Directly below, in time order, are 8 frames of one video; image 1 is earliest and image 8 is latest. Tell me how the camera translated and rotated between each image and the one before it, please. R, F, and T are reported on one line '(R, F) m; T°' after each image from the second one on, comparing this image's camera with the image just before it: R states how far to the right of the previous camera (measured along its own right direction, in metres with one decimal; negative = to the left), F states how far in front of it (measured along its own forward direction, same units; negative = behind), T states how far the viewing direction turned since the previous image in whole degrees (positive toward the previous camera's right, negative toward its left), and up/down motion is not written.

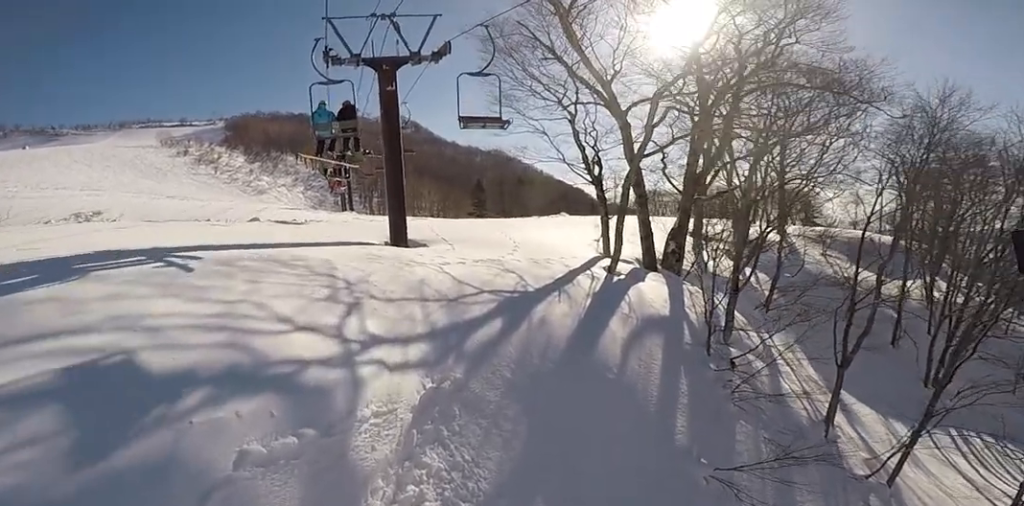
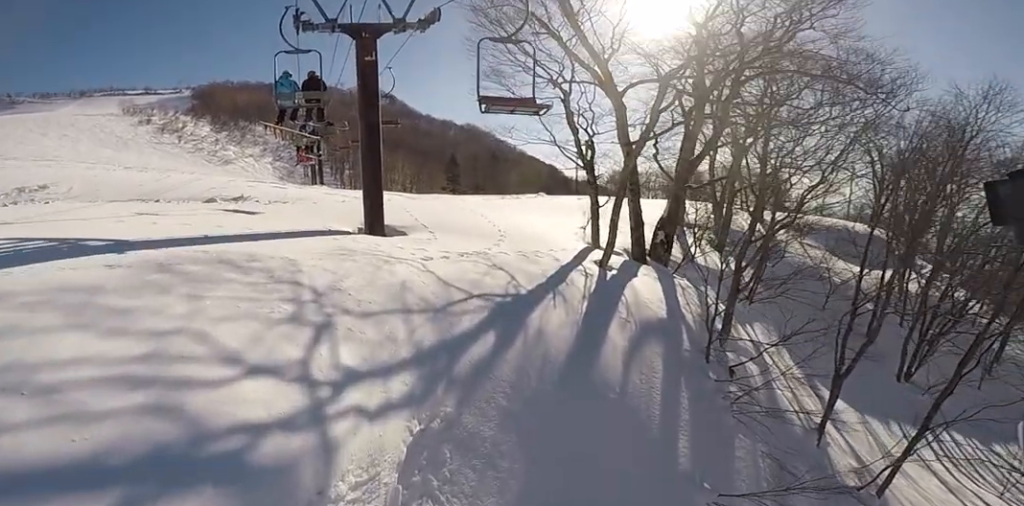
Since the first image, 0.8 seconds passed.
(0.0, +1.5) m; 0°
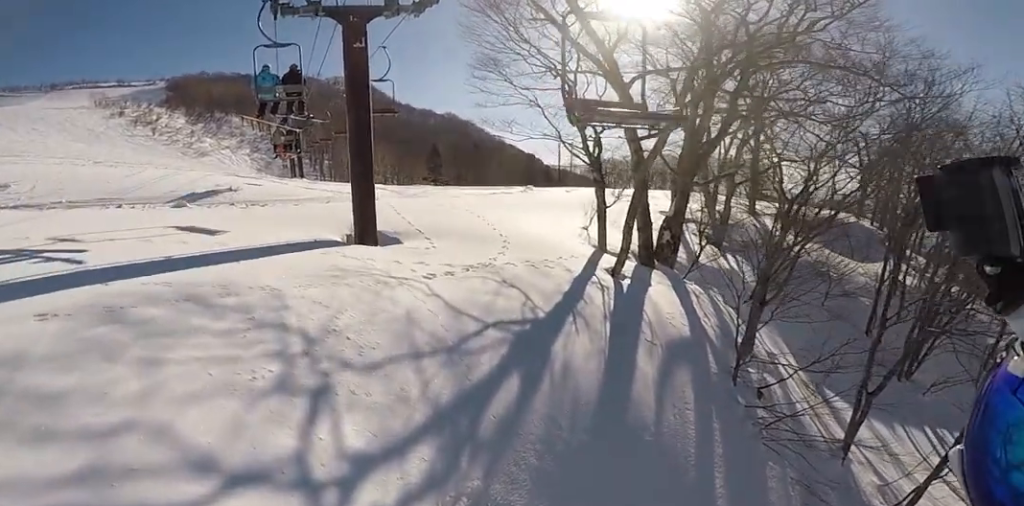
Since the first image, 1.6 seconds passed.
(0.0, +1.7) m; 0°
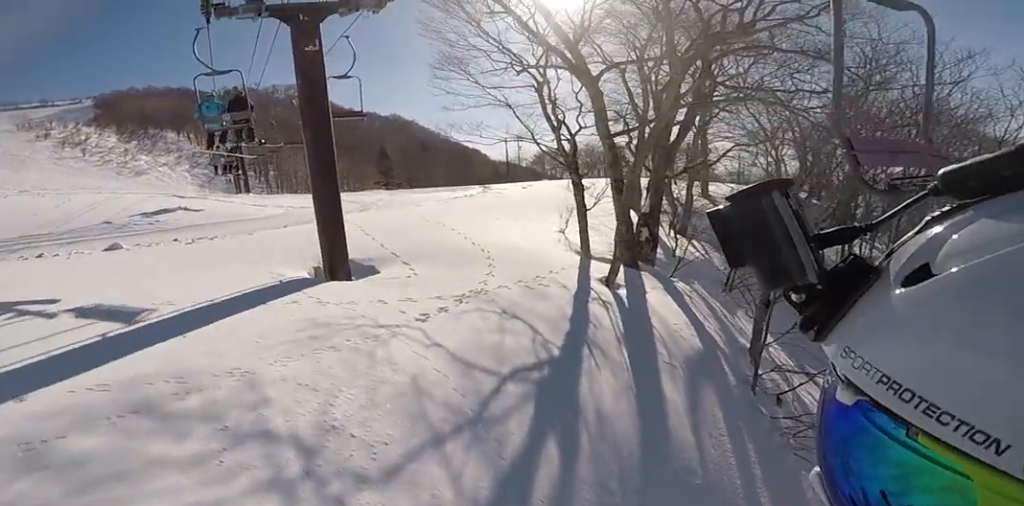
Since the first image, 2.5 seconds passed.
(0.0, +1.7) m; 0°
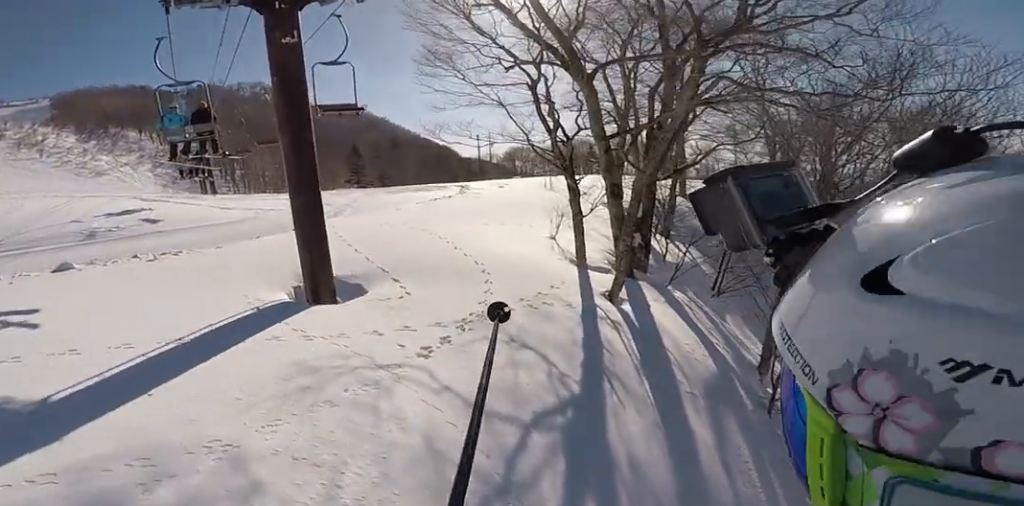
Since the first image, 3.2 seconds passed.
(0.0, +1.2) m; 0°
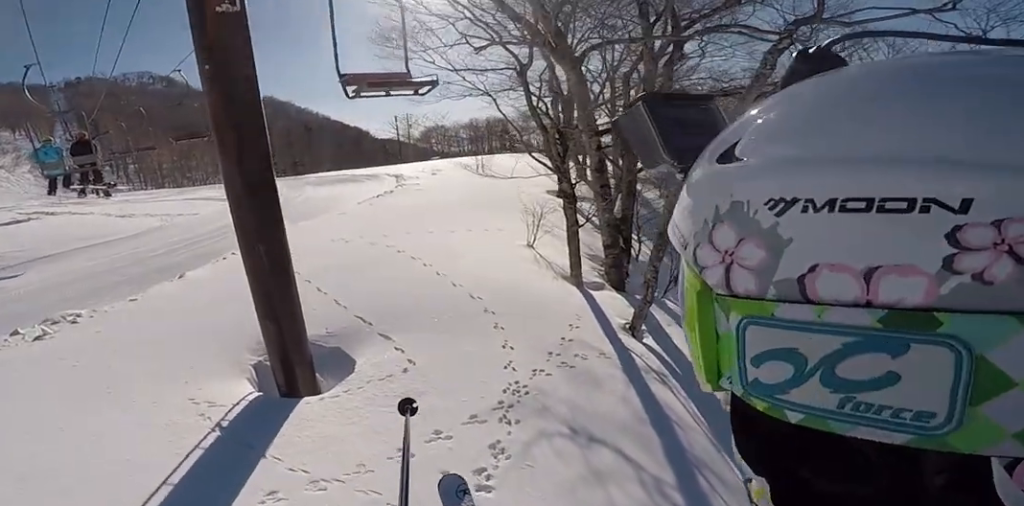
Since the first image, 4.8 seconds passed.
(0.0, +3.1) m; 0°
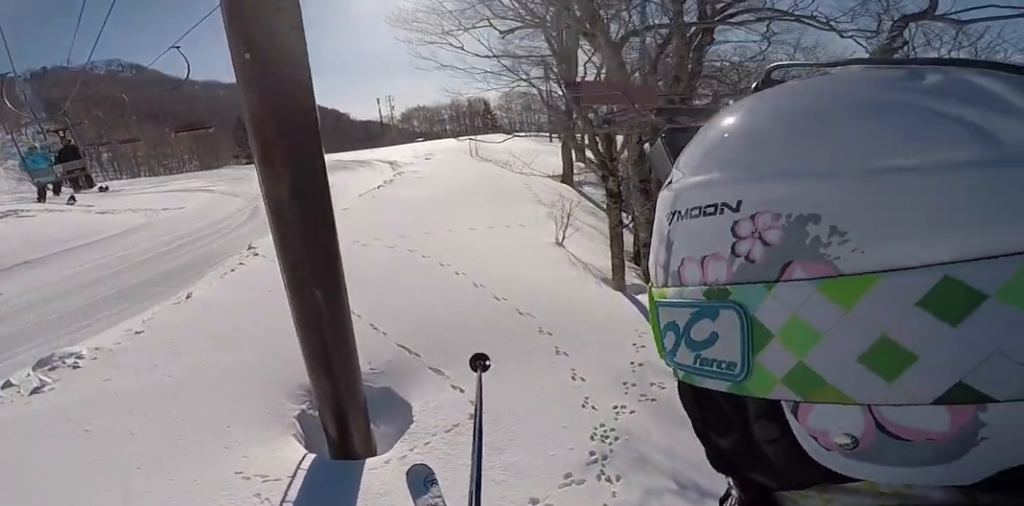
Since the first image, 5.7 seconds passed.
(0.0, +1.8) m; 0°
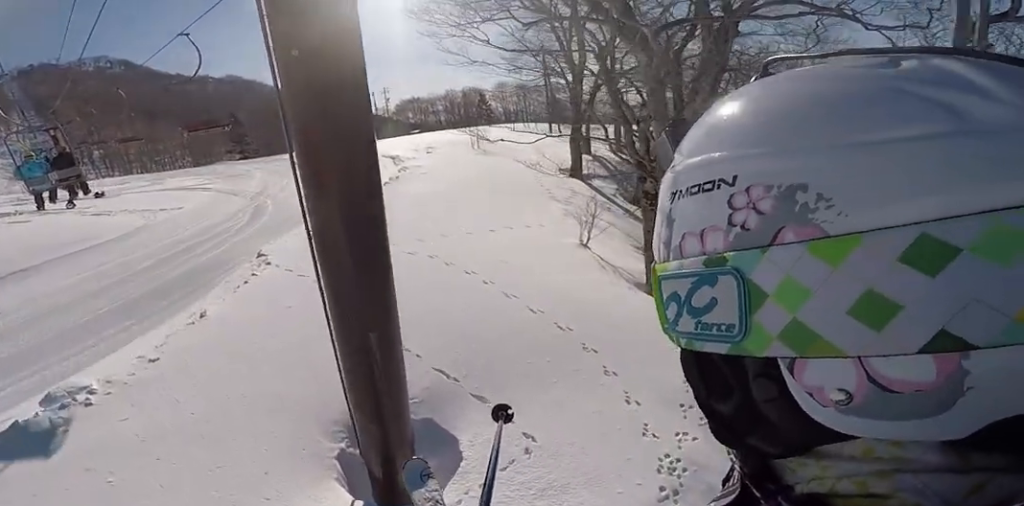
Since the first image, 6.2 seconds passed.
(0.0, +1.0) m; 0°
